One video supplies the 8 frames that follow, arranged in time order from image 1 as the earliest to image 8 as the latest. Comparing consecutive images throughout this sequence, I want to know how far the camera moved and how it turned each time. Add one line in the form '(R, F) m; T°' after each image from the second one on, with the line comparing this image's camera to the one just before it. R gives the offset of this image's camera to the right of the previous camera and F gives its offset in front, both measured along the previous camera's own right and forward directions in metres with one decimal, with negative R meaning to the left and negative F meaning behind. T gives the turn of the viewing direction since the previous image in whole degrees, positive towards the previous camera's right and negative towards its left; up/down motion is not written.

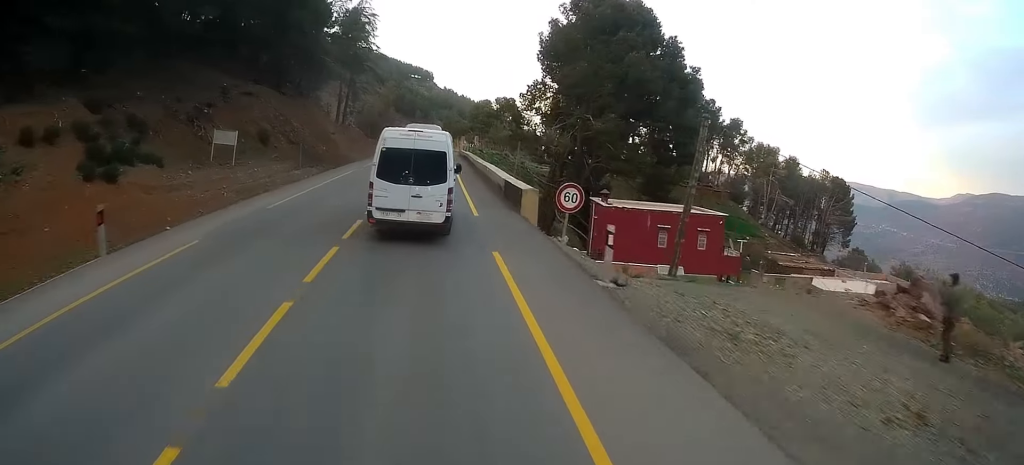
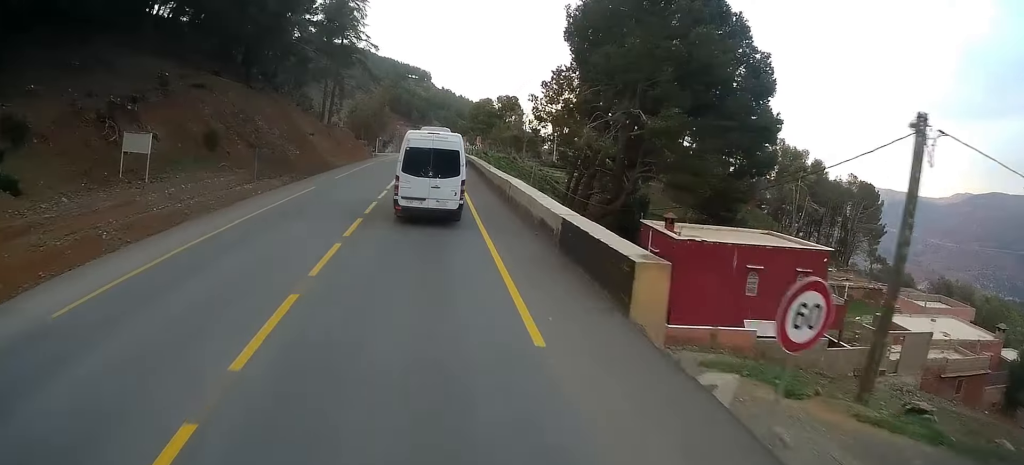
(+0.1, +13.4) m; 0°
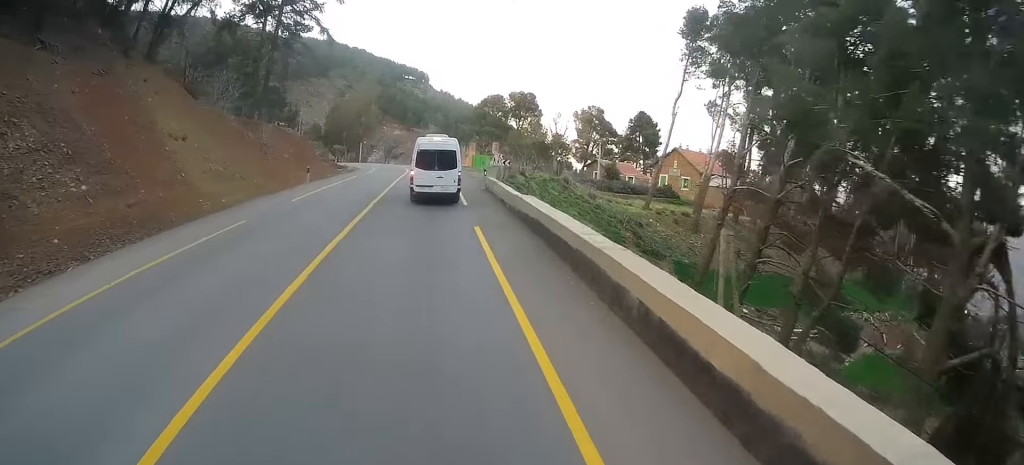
(-0.6, +38.6) m; -1°
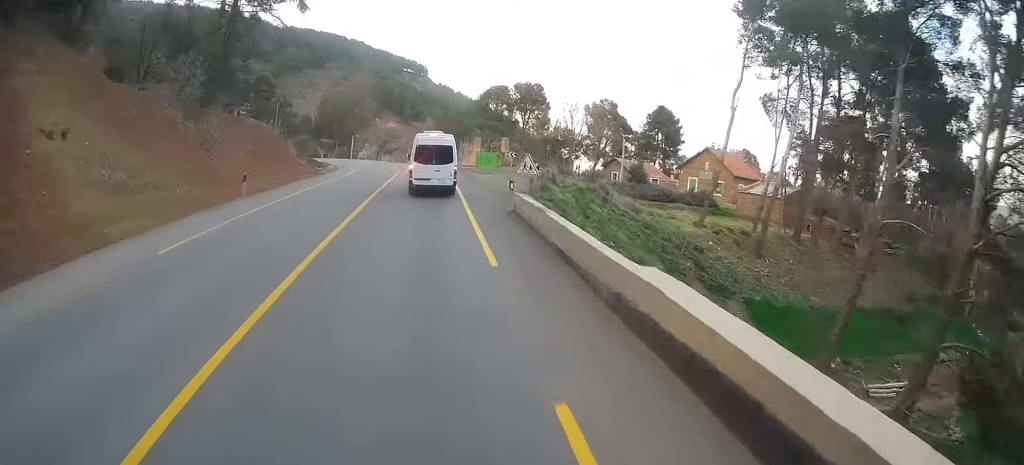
(0.0, +13.0) m; -1°
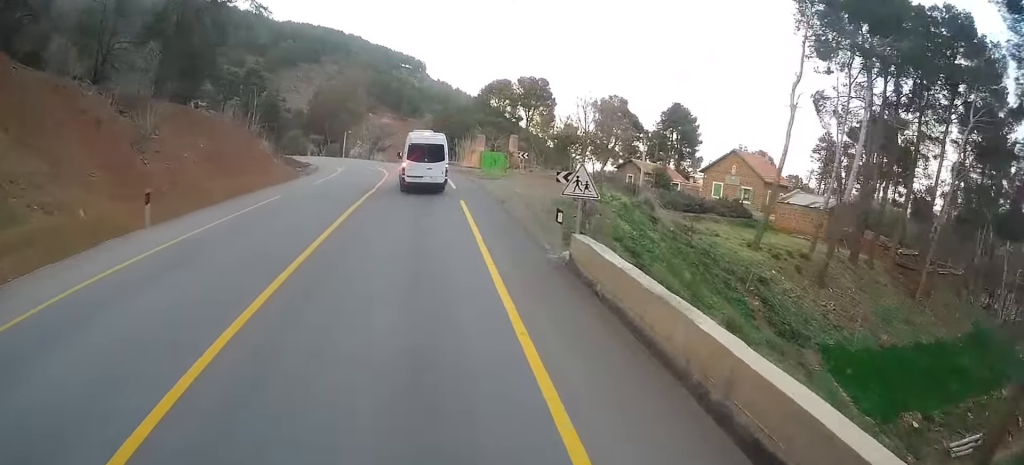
(+0.1, +9.6) m; -2°
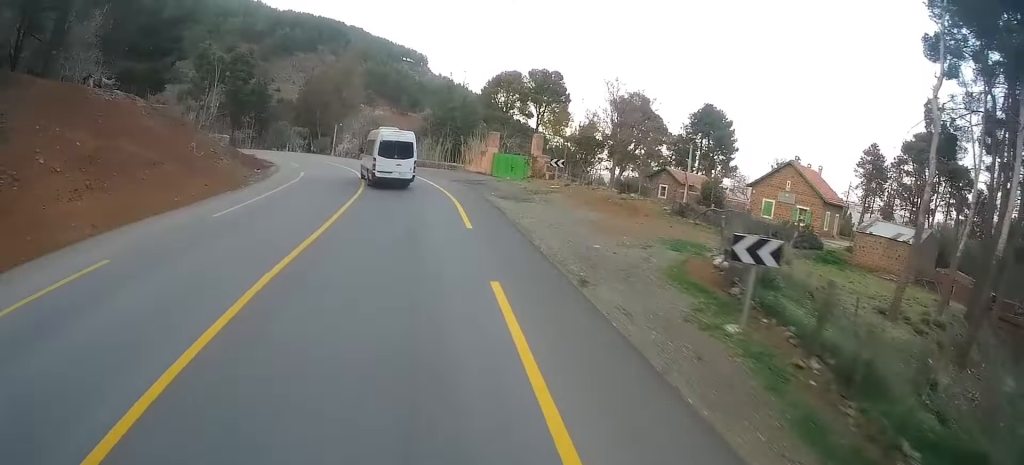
(-0.7, +13.9) m; -4°
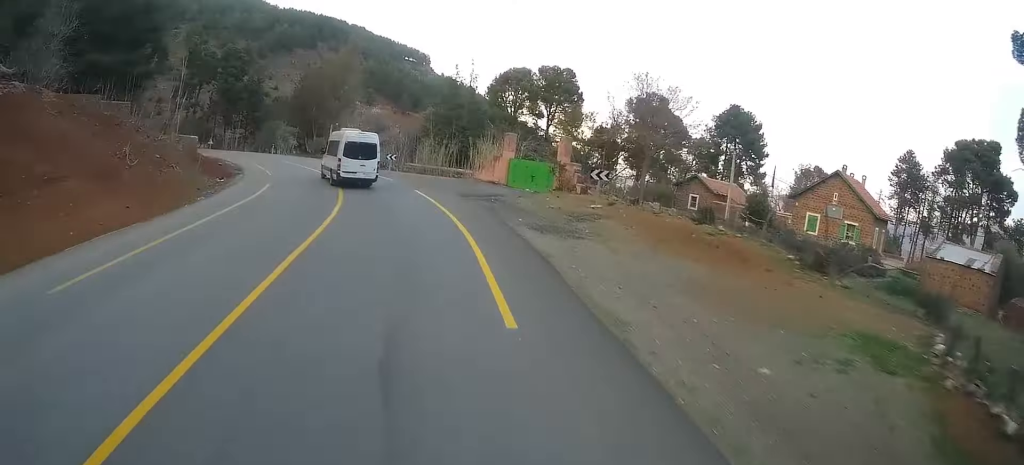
(-0.2, +9.0) m; -1°
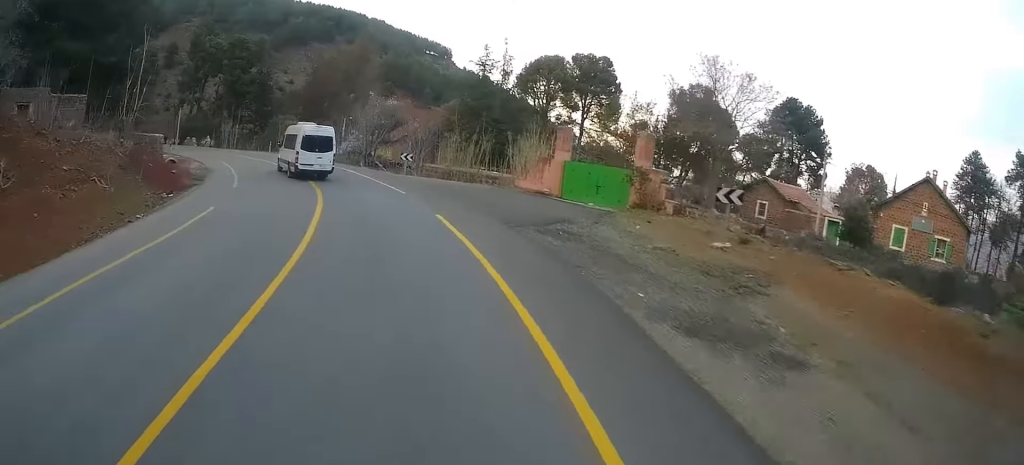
(0.0, +10.6) m; 0°
